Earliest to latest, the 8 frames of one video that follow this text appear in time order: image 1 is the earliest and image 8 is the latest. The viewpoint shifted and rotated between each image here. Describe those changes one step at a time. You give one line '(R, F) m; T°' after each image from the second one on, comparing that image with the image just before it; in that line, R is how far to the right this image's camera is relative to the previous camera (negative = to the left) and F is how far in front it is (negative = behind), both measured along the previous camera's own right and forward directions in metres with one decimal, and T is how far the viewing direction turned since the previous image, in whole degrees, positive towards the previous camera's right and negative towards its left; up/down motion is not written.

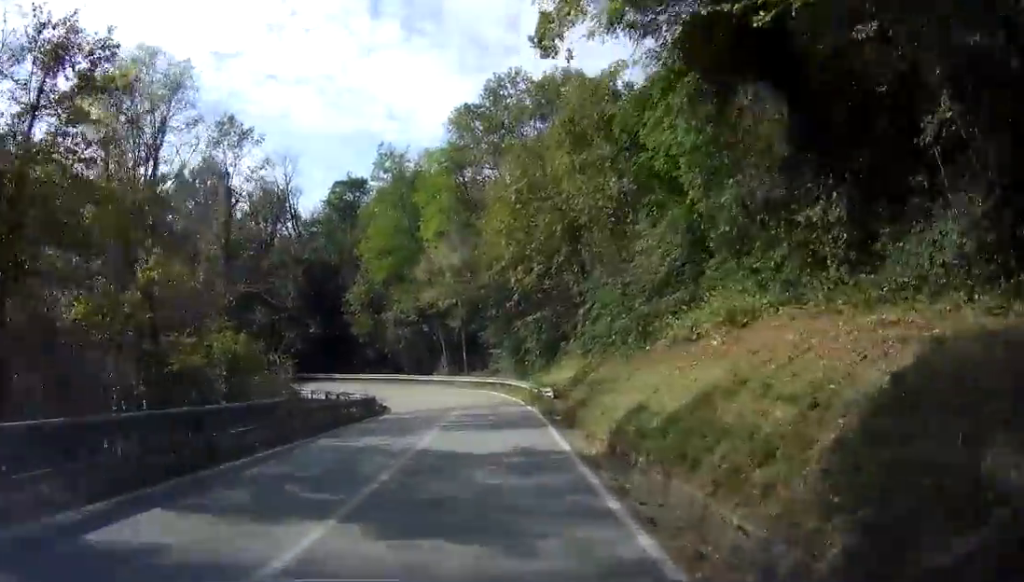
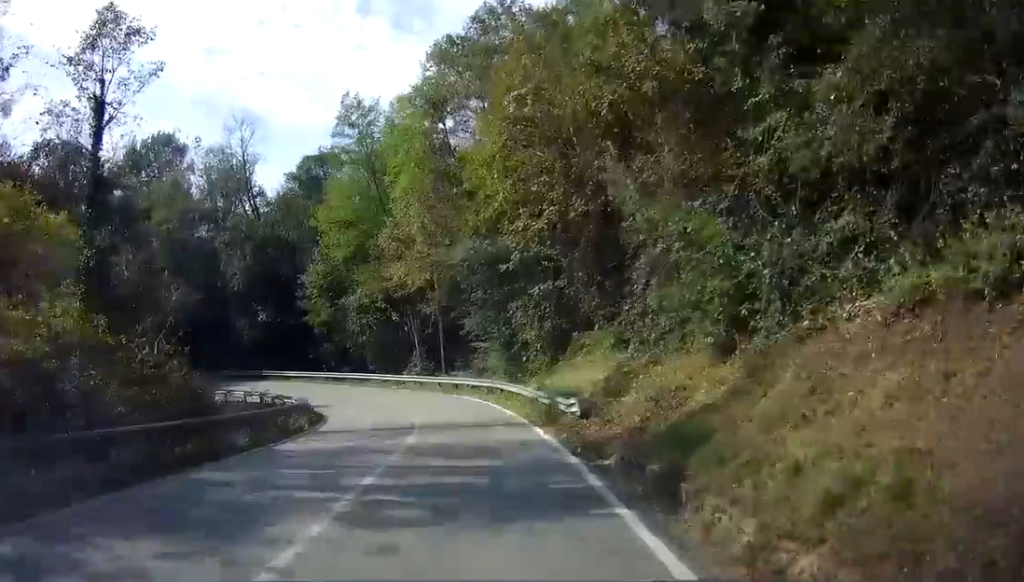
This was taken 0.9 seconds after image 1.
(0.0, +9.0) m; -2°
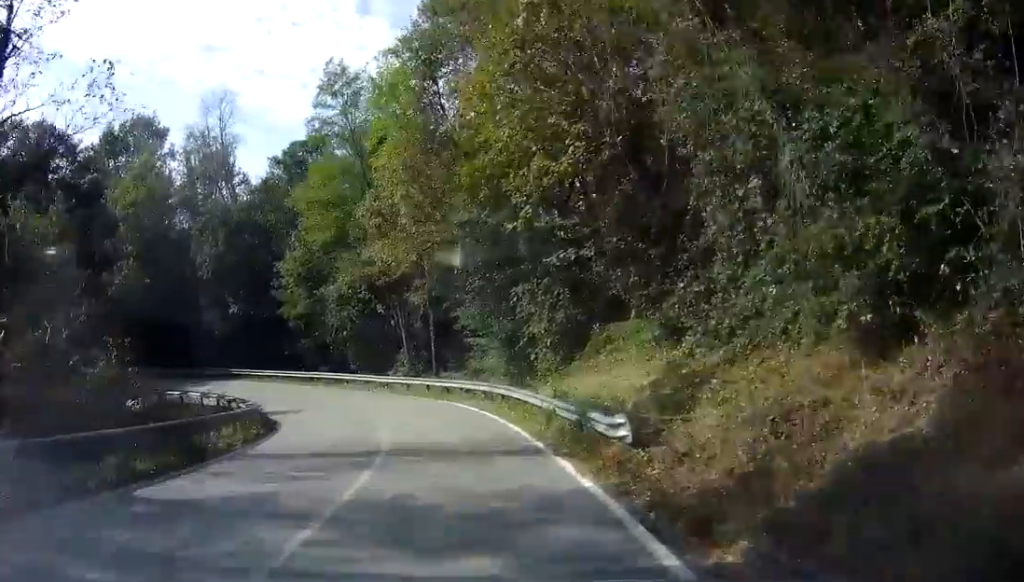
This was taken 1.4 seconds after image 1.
(-0.1, +4.7) m; -1°
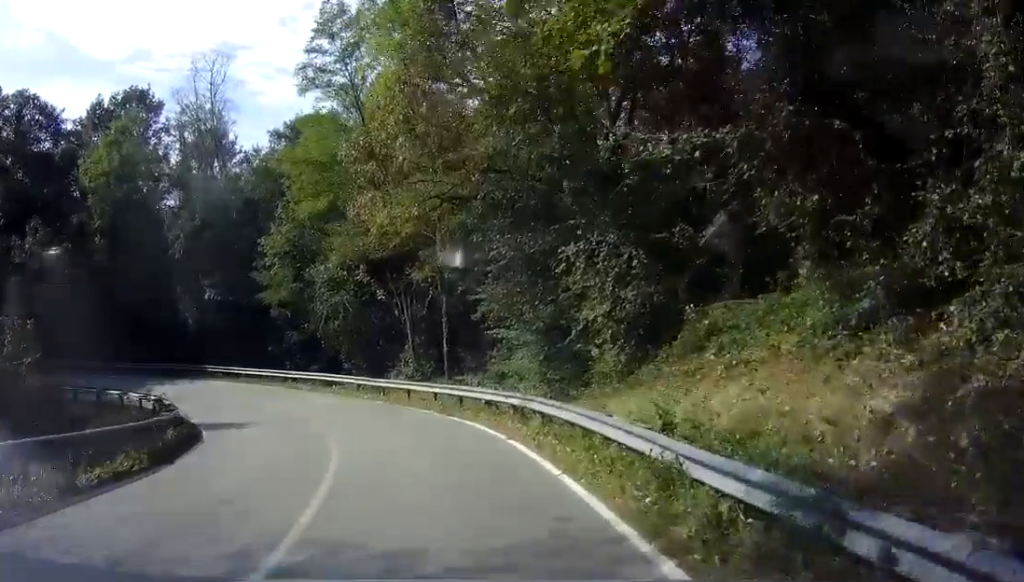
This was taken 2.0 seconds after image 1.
(-0.2, +6.7) m; -2°
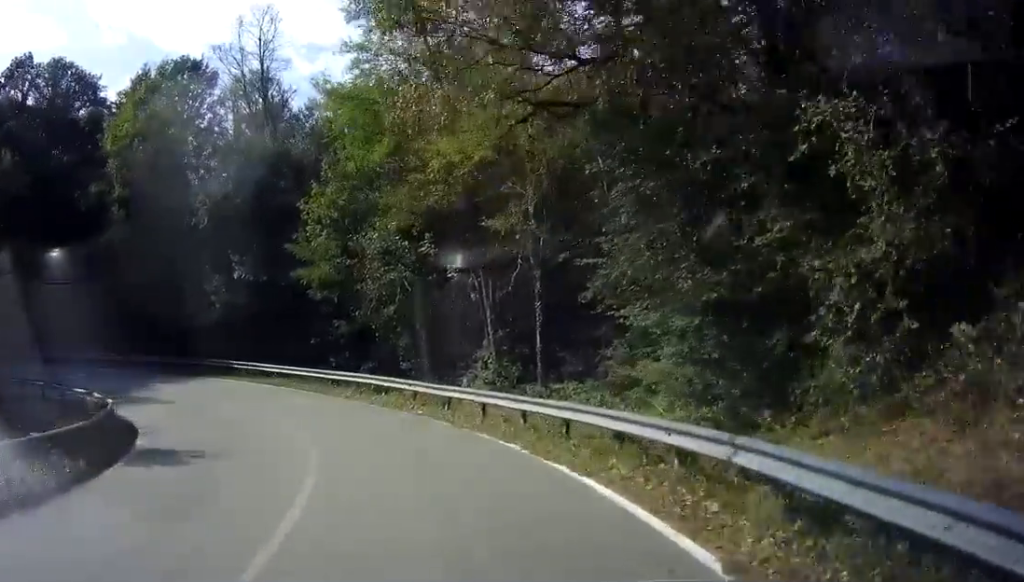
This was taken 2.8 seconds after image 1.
(0.0, +7.2) m; -8°
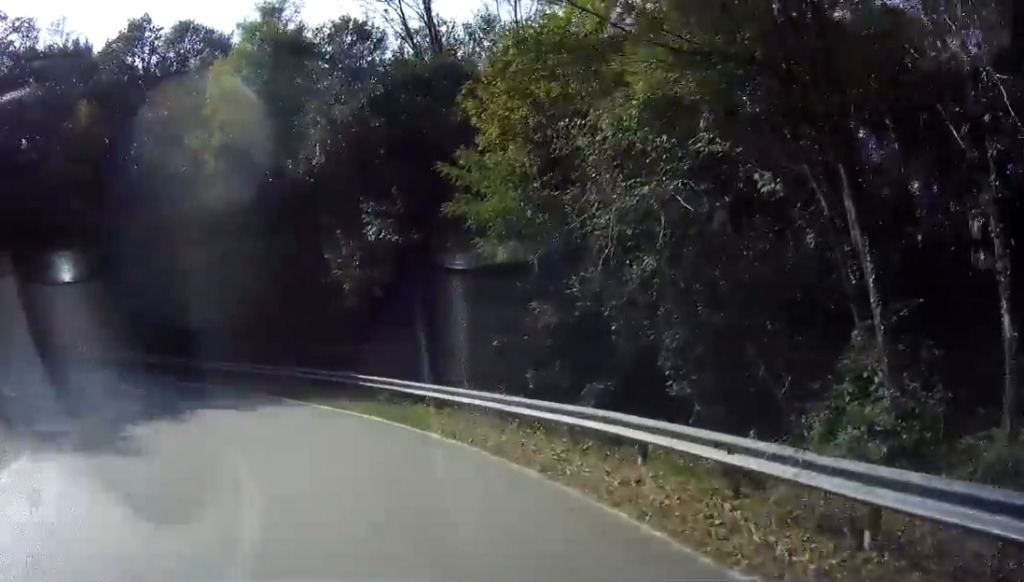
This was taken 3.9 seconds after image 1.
(-1.7, +10.9) m; -27°
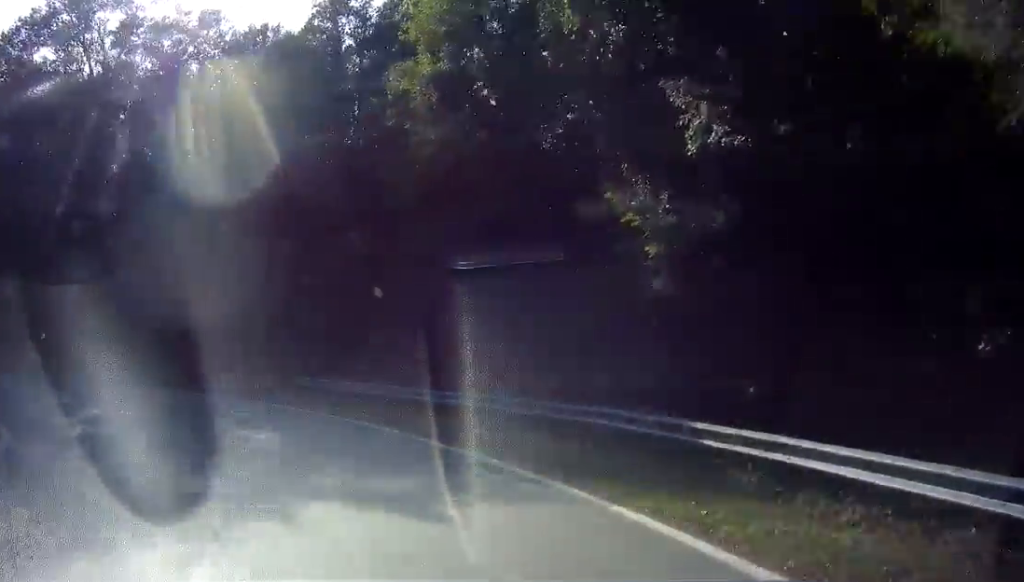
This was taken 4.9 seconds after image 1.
(-2.4, +8.3) m; -19°
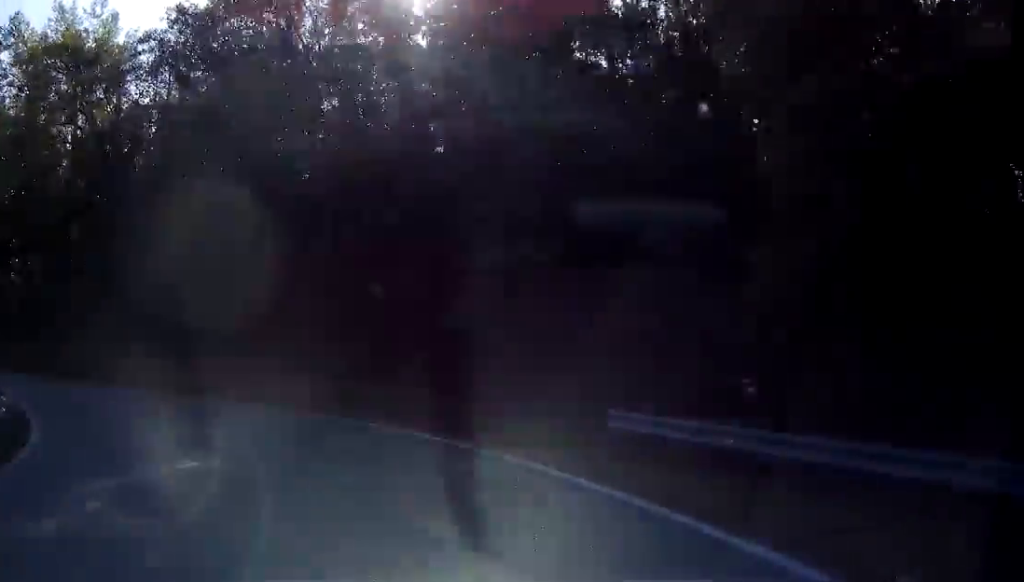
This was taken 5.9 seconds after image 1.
(-0.4, +8.1) m; -19°
